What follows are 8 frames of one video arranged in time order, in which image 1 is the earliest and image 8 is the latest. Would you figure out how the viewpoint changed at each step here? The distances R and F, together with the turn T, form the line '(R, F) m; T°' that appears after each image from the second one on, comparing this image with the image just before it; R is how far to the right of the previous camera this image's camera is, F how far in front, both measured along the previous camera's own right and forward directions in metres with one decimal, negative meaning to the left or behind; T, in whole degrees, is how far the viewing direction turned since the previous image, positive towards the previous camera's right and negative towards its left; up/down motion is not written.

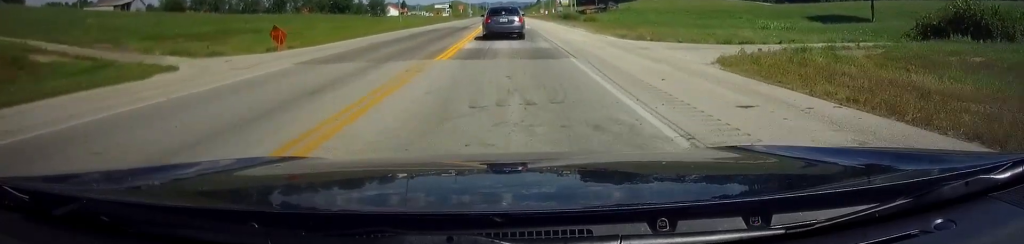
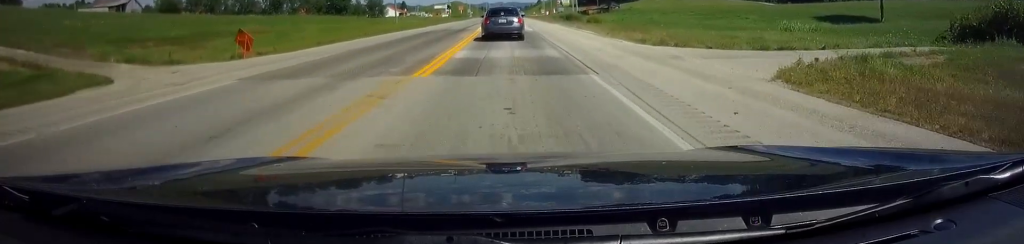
(0.0, +3.8) m; +1°
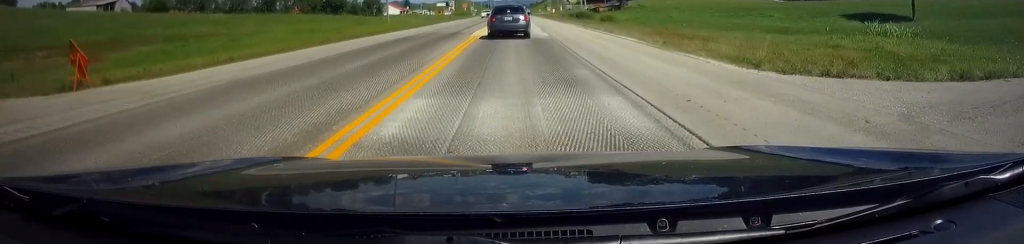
(+0.2, +11.2) m; -1°
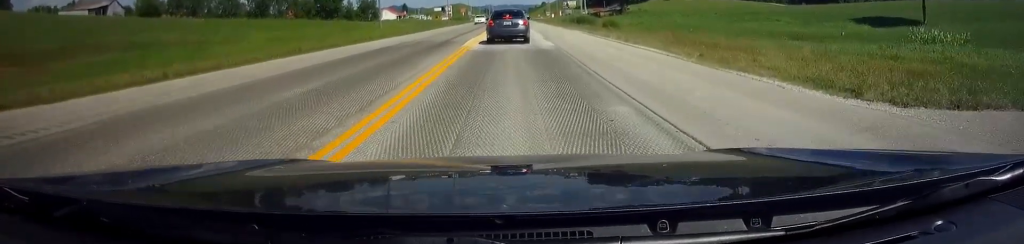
(-0.2, +4.6) m; 0°
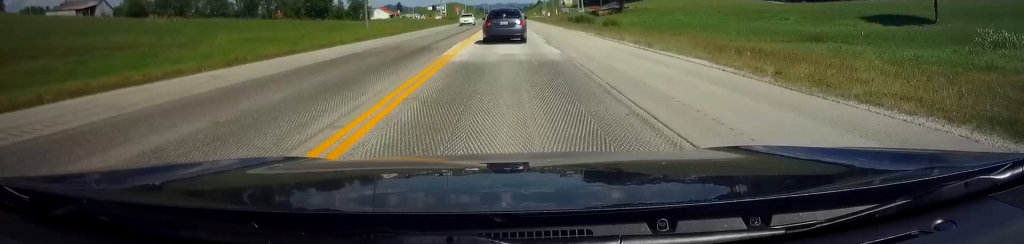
(-0.1, +5.7) m; 0°
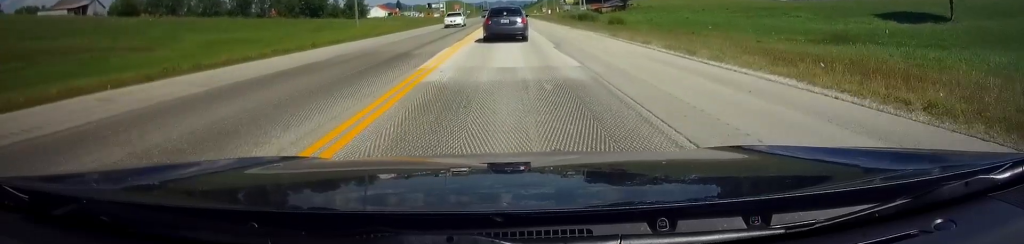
(+0.1, +5.2) m; +1°
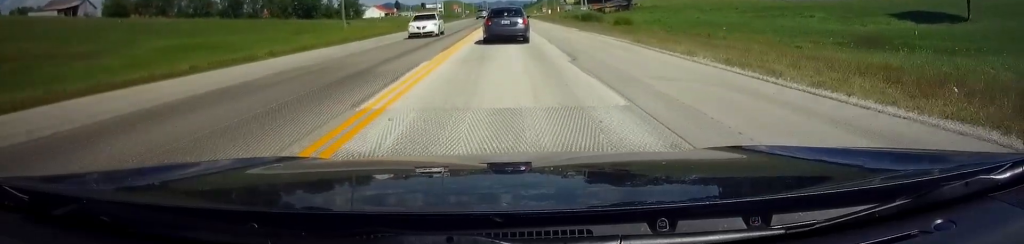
(0.0, +5.6) m; 0°
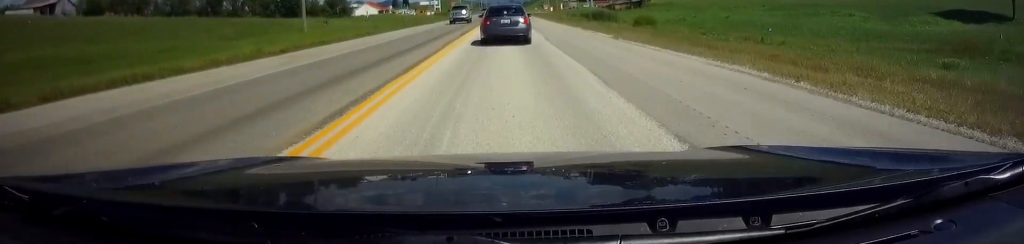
(-0.1, +13.9) m; -1°
